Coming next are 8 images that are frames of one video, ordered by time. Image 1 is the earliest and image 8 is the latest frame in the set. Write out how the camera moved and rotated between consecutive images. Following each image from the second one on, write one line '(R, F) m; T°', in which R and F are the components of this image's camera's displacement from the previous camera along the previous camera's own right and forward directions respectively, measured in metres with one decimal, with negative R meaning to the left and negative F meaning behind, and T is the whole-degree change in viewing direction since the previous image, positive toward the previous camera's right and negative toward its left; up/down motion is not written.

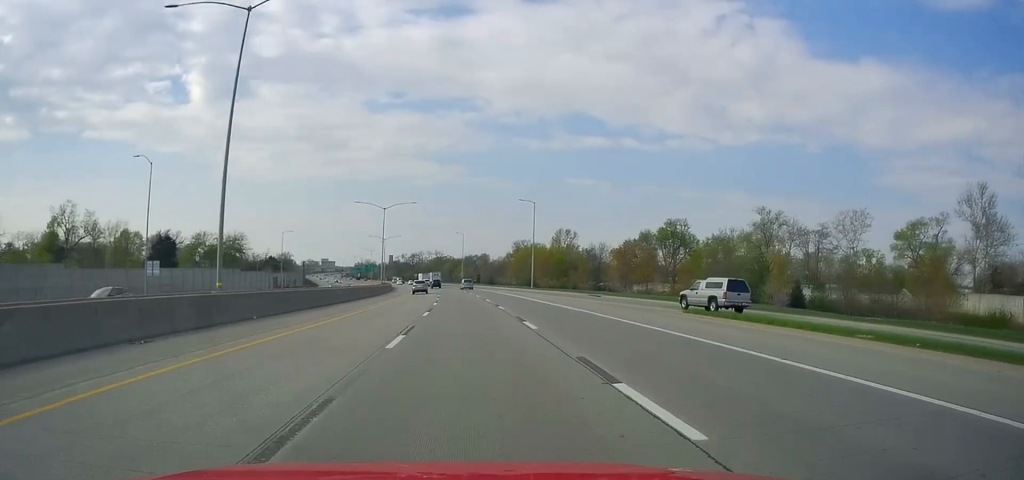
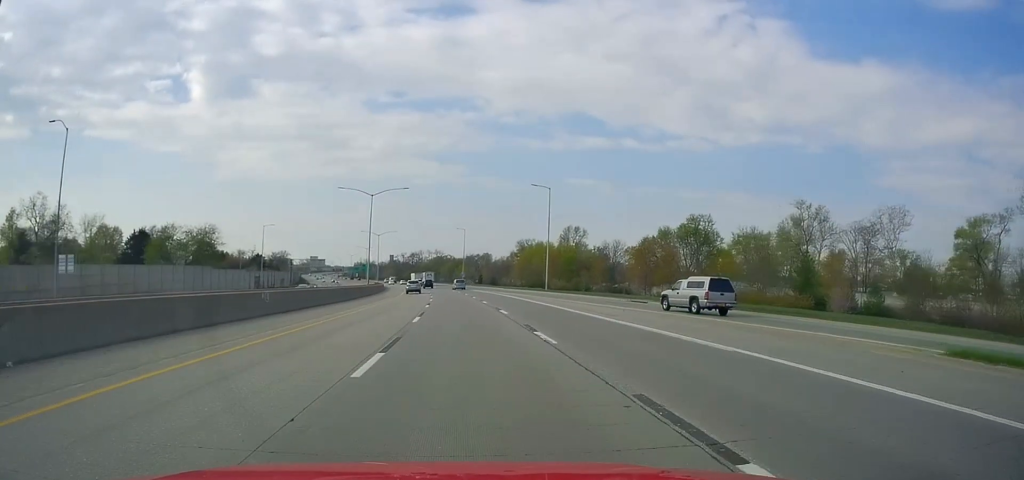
(+0.2, +16.2) m; +1°
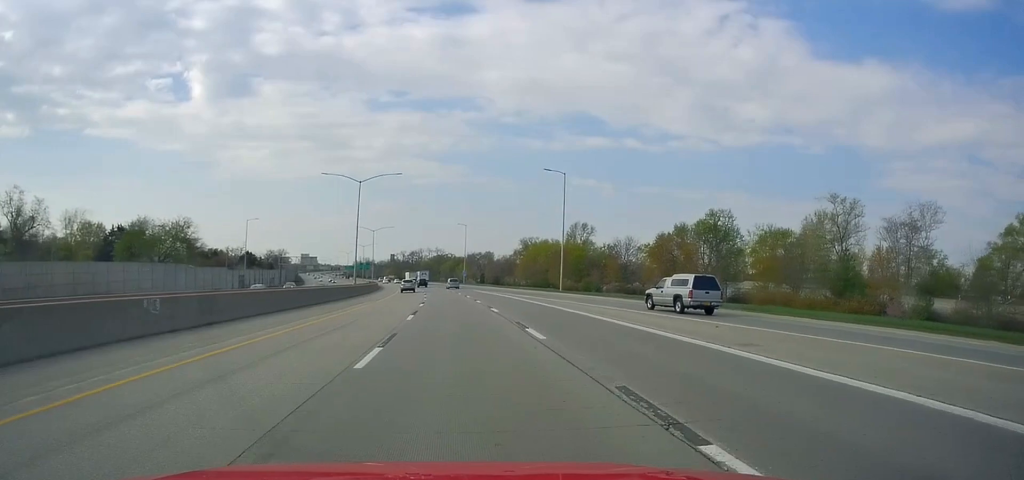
(+0.2, +11.8) m; 0°
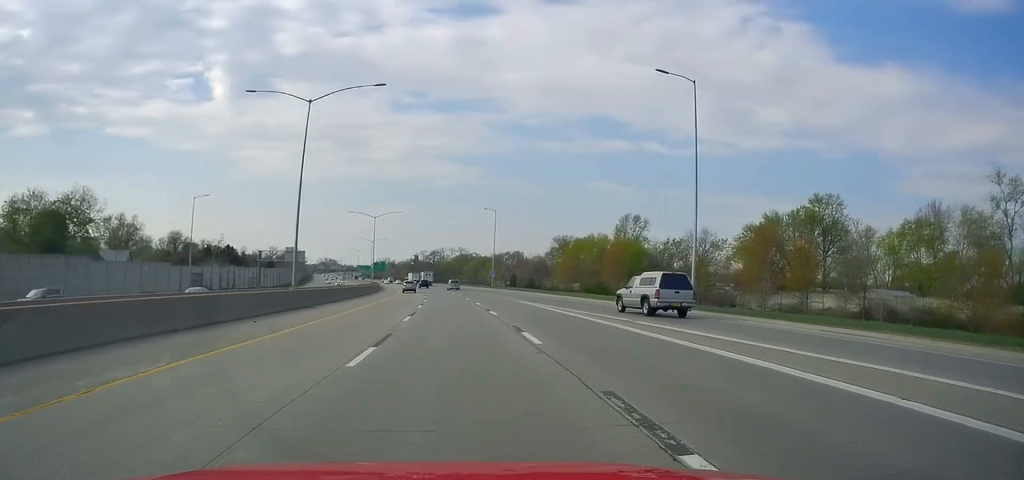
(-0.8, +36.4) m; -2°
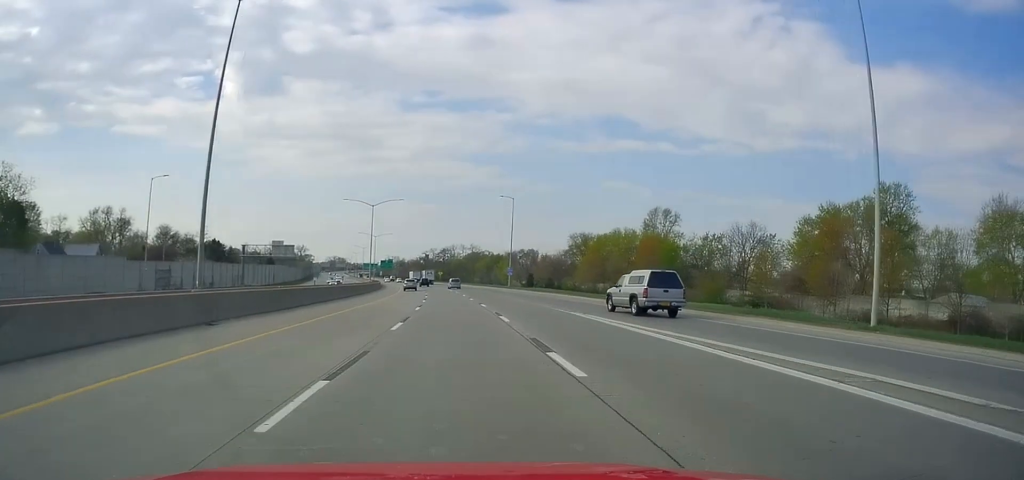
(-0.1, +17.1) m; +1°
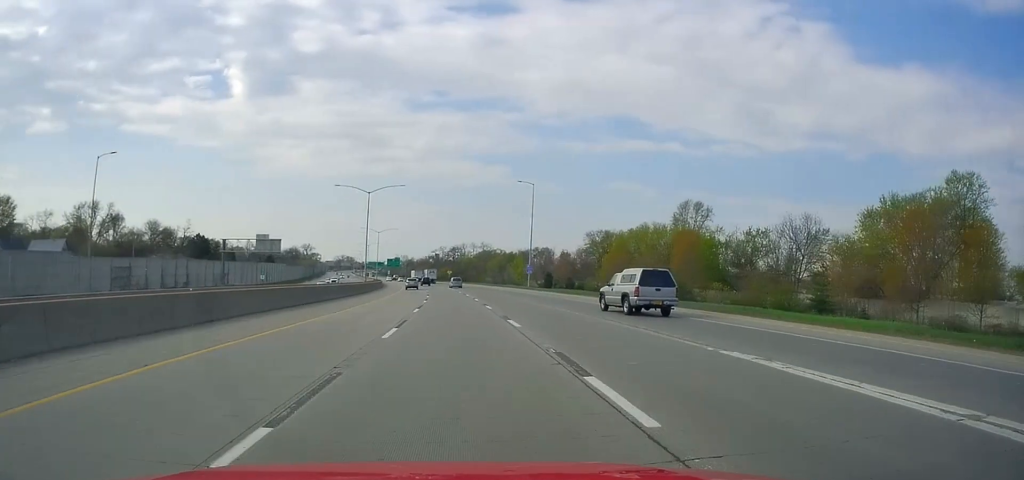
(0.0, +14.9) m; -1°
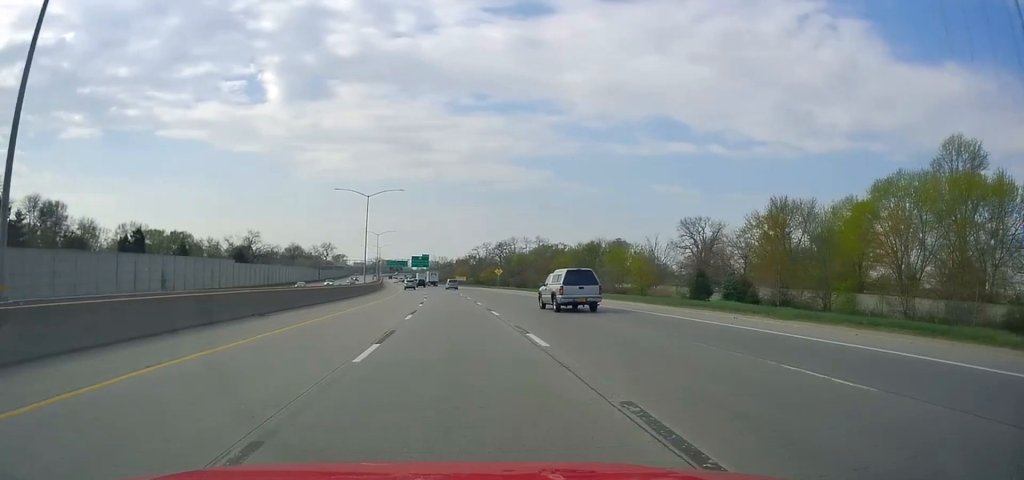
(-4.2, +78.3) m; -6°
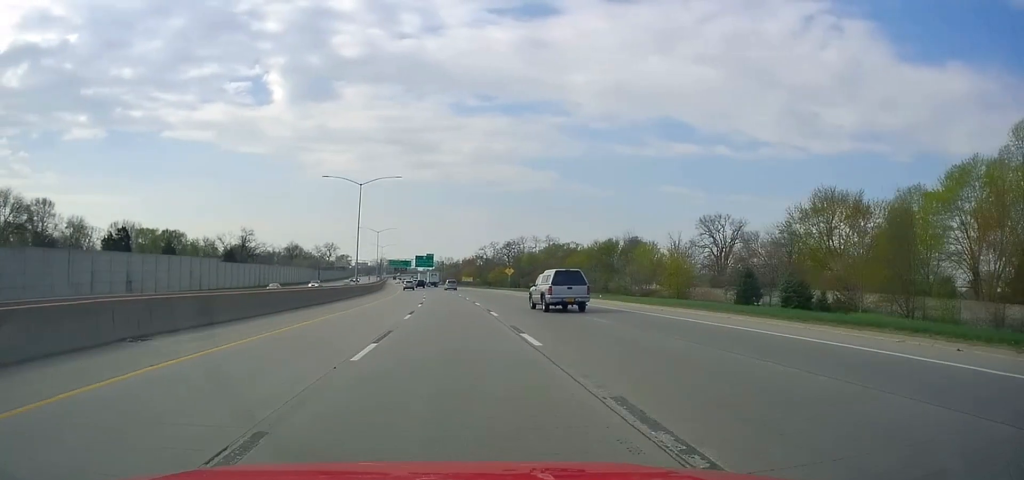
(-0.6, +11.6) m; -1°
